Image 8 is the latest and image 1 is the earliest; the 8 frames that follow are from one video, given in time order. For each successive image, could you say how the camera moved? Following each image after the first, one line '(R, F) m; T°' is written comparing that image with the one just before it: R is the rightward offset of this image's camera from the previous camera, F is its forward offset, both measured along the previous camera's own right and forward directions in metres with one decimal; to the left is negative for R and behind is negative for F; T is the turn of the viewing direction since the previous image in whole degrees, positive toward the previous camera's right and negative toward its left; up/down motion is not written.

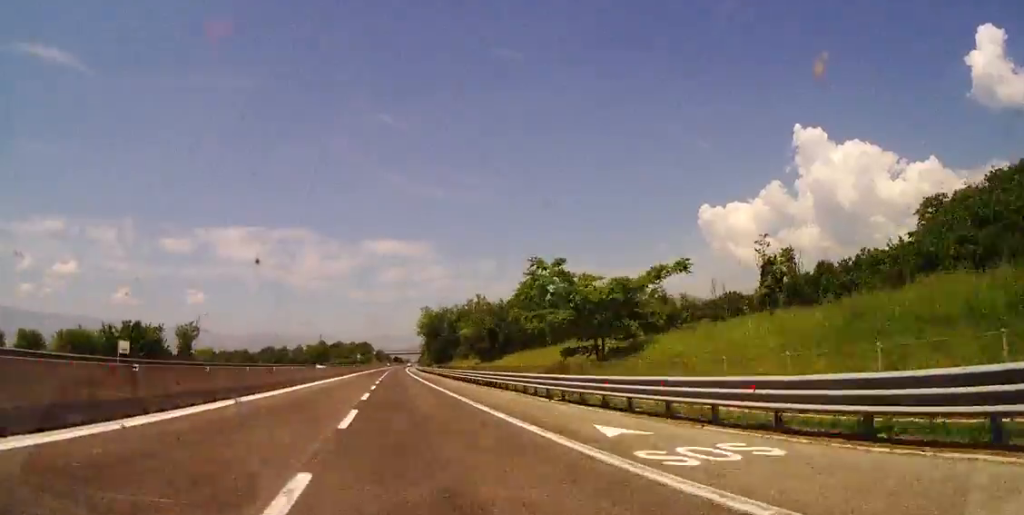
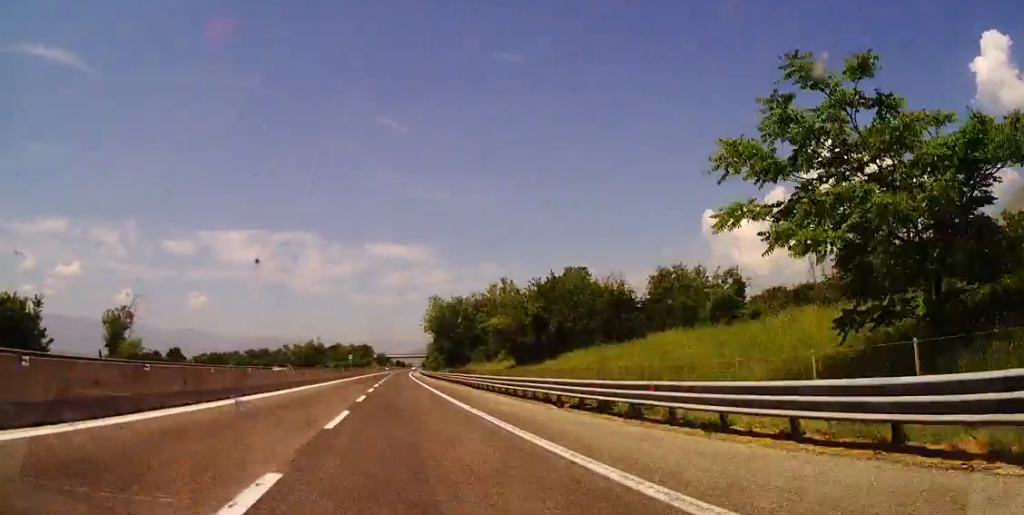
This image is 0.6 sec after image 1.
(-0.1, +24.1) m; 0°
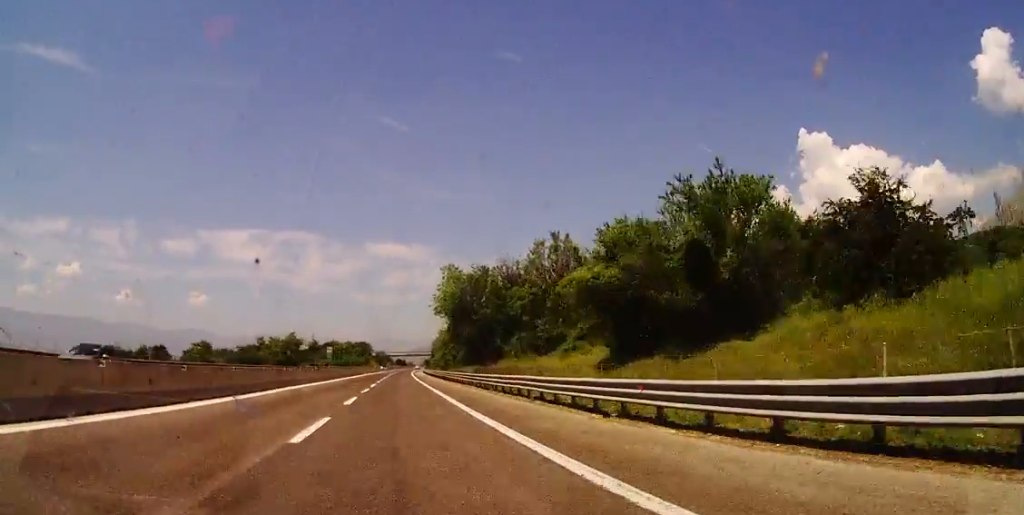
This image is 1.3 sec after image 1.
(+0.3, +27.9) m; +1°
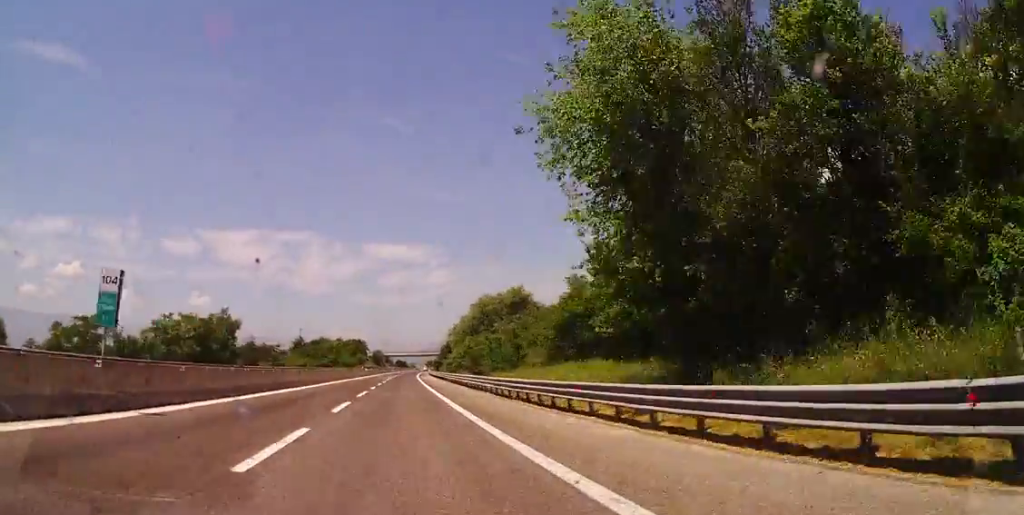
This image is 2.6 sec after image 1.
(-0.2, +50.7) m; -1°
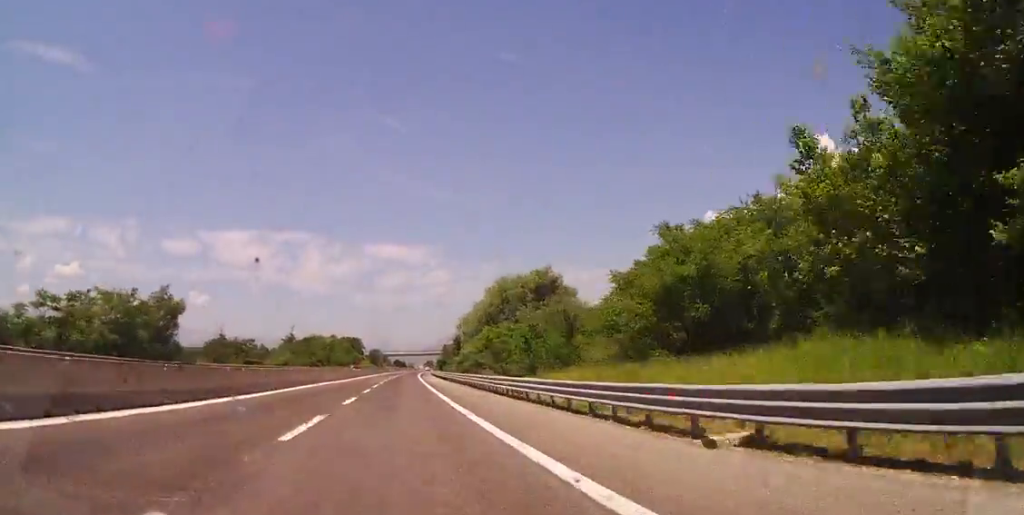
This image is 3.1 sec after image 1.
(-0.3, +20.4) m; 0°
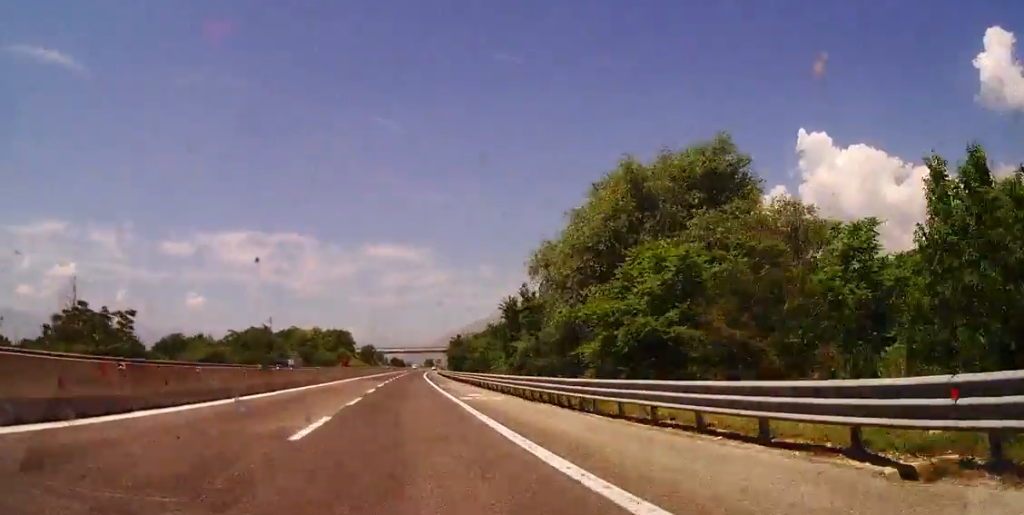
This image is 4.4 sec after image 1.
(+0.4, +47.5) m; +1°
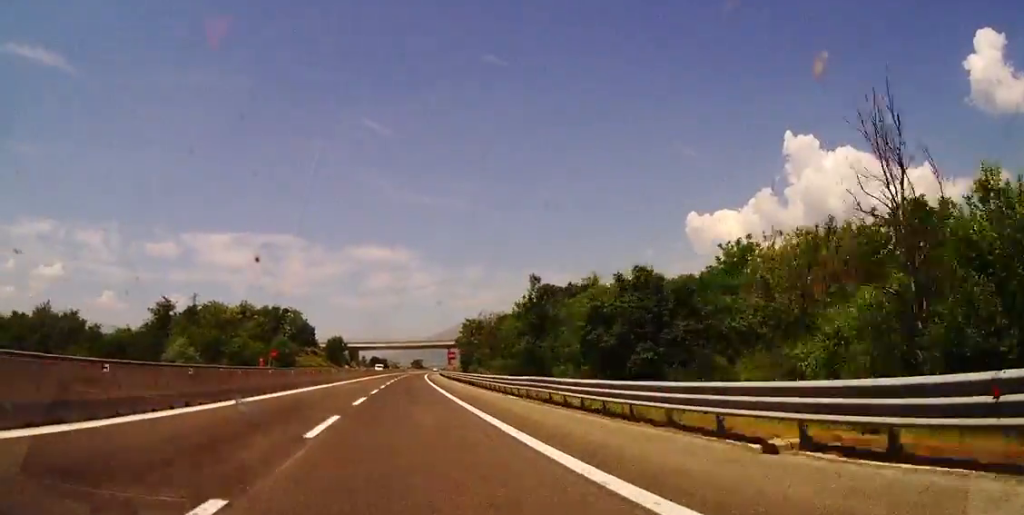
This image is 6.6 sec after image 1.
(-0.3, +82.6) m; -1°
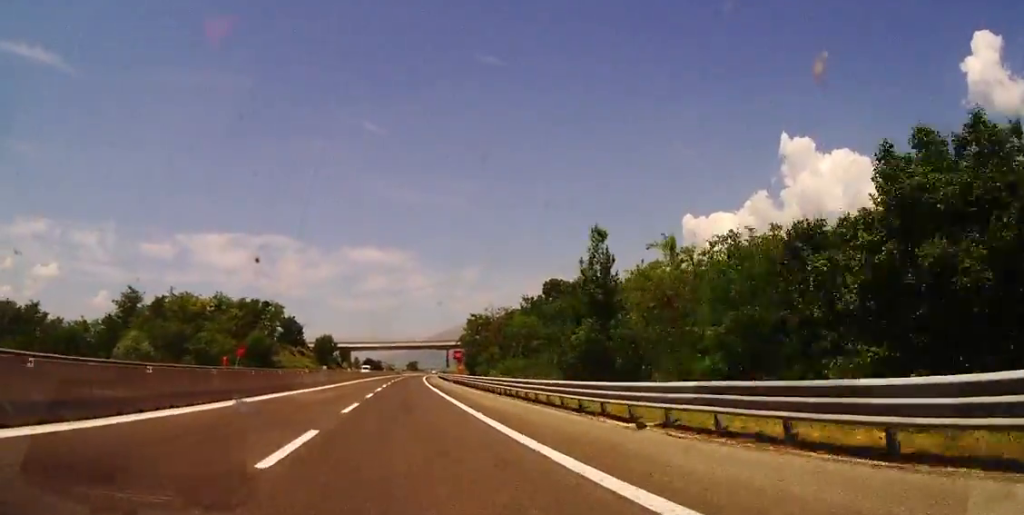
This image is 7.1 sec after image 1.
(-0.3, +15.9) m; 0°
